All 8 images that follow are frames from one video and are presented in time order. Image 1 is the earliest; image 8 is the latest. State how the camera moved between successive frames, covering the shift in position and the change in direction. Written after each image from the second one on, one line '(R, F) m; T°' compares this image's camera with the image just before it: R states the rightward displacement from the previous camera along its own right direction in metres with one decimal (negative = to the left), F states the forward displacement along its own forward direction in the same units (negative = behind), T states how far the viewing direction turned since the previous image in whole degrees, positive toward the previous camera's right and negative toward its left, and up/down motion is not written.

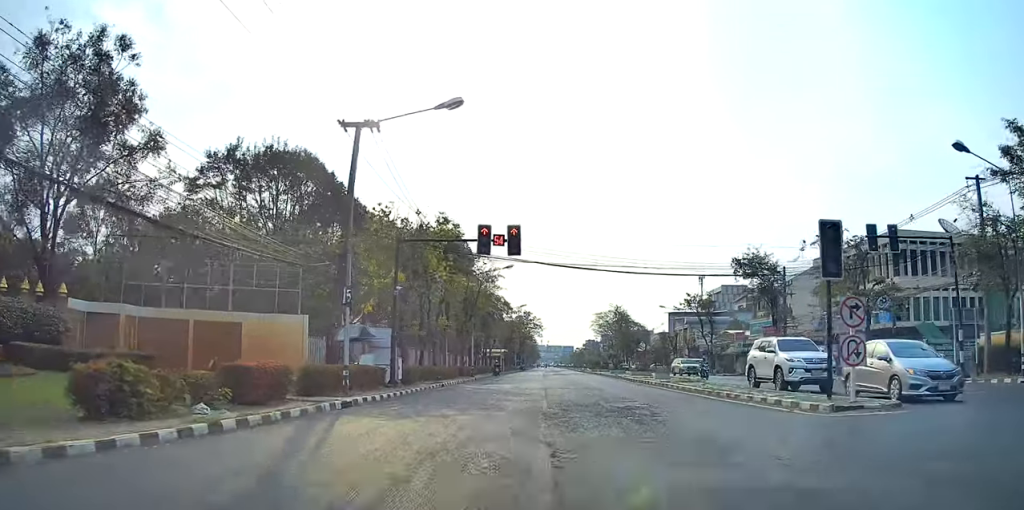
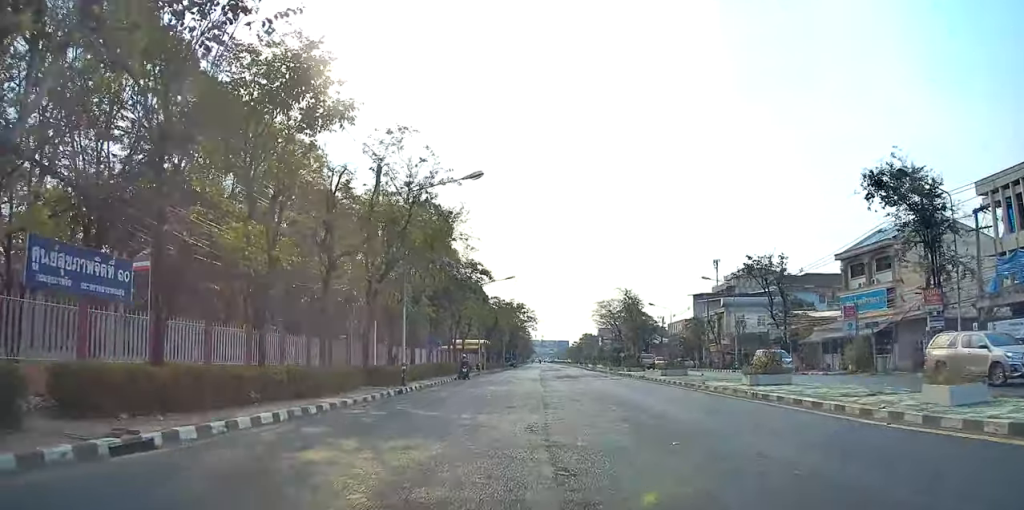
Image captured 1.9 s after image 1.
(-0.1, +25.9) m; -4°
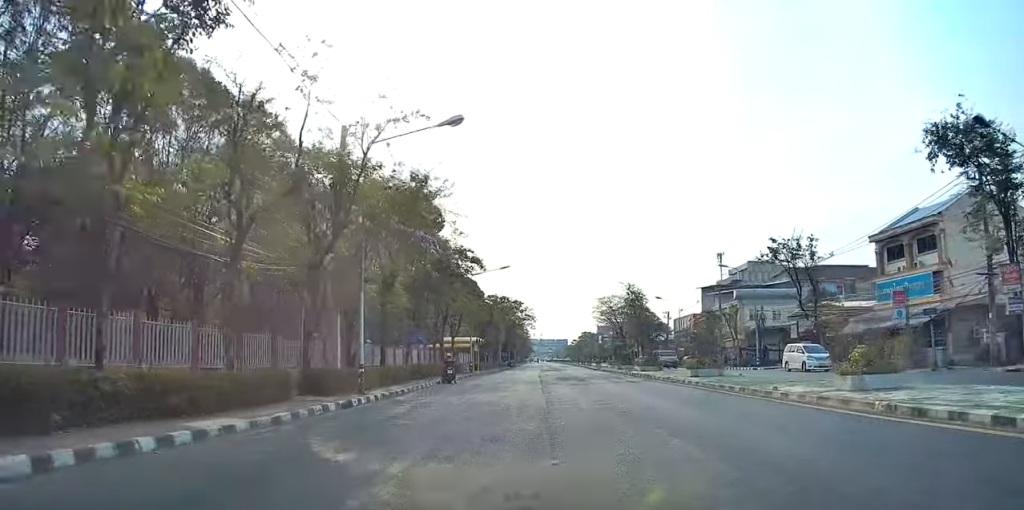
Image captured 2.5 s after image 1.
(-0.3, +7.1) m; 0°
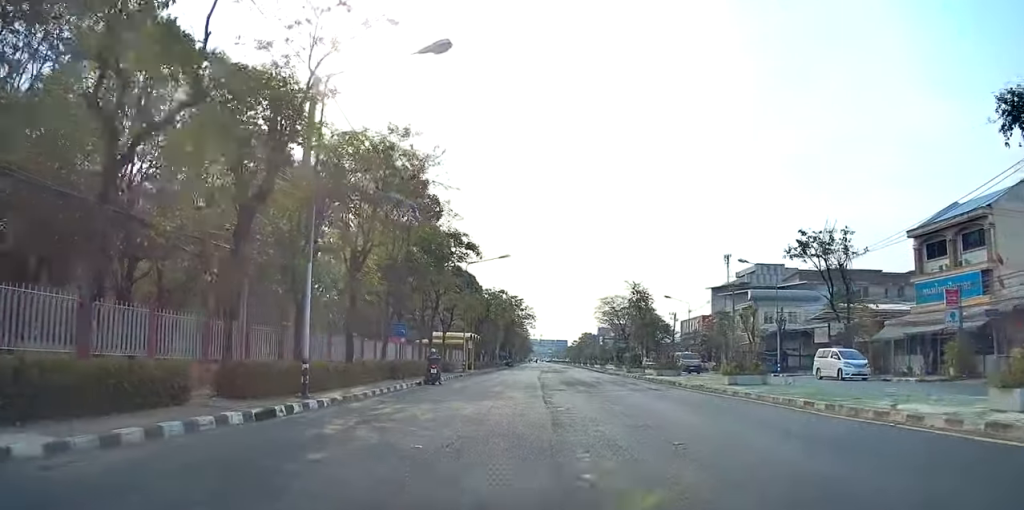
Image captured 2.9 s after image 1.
(-0.2, +5.7) m; 0°
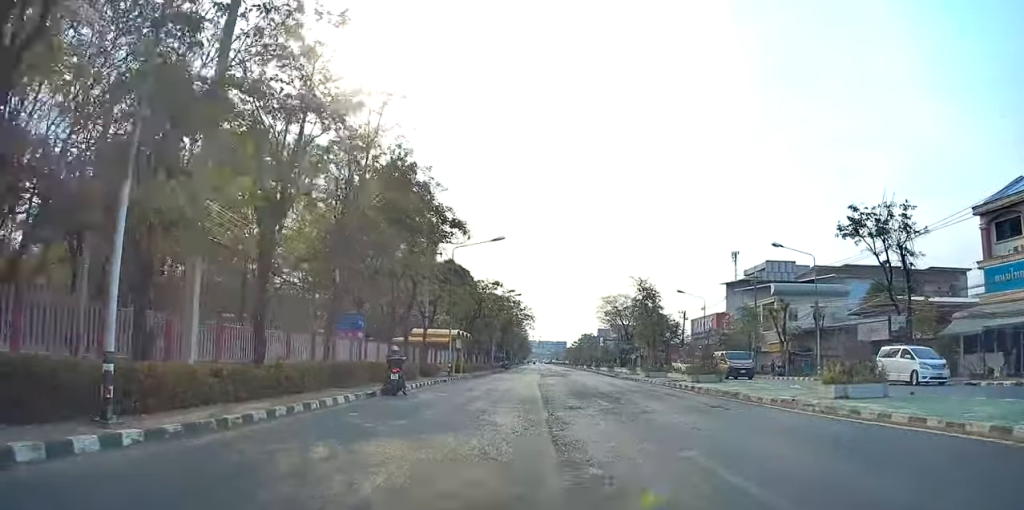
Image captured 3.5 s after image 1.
(+0.3, +8.5) m; +1°
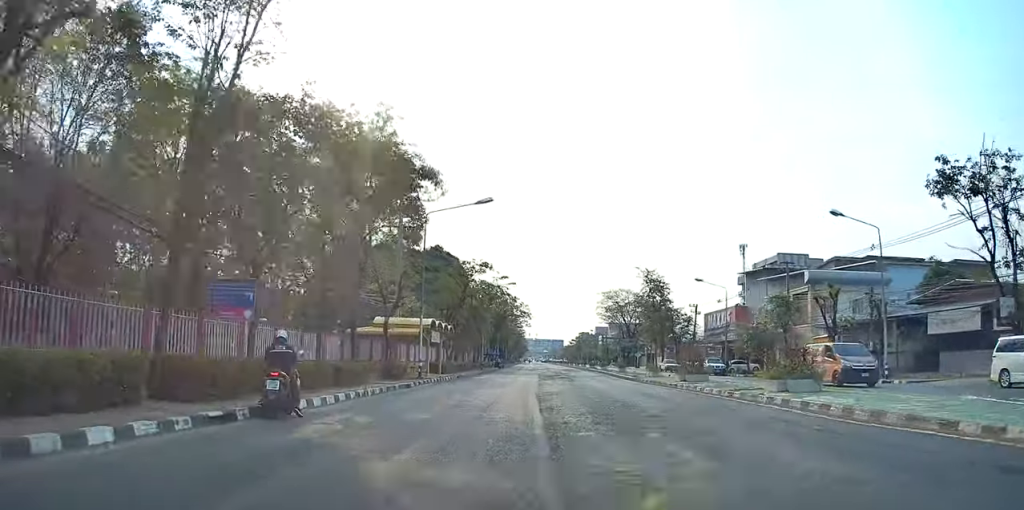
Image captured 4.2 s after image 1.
(+0.2, +9.9) m; +1°
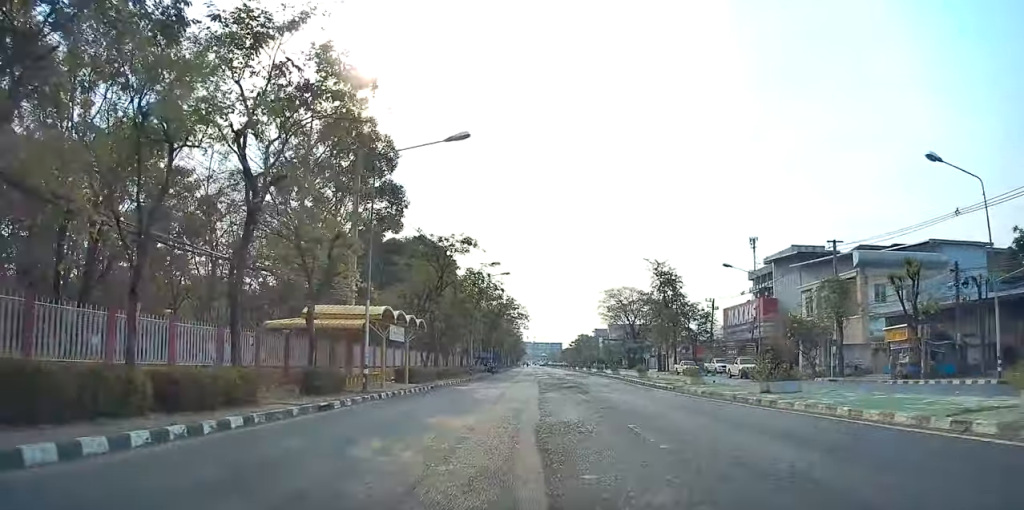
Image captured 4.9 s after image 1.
(0.0, +10.0) m; 0°
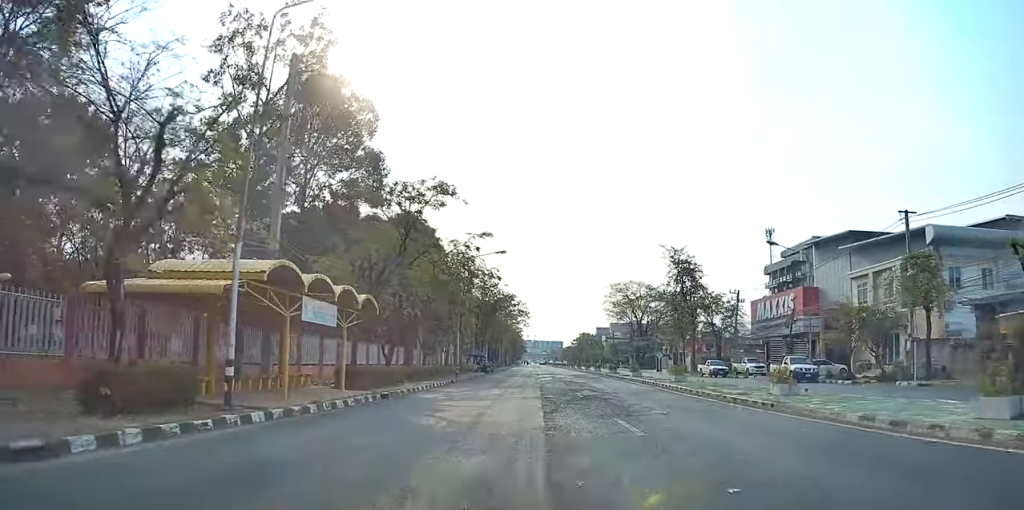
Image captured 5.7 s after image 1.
(0.0, +10.9) m; 0°
